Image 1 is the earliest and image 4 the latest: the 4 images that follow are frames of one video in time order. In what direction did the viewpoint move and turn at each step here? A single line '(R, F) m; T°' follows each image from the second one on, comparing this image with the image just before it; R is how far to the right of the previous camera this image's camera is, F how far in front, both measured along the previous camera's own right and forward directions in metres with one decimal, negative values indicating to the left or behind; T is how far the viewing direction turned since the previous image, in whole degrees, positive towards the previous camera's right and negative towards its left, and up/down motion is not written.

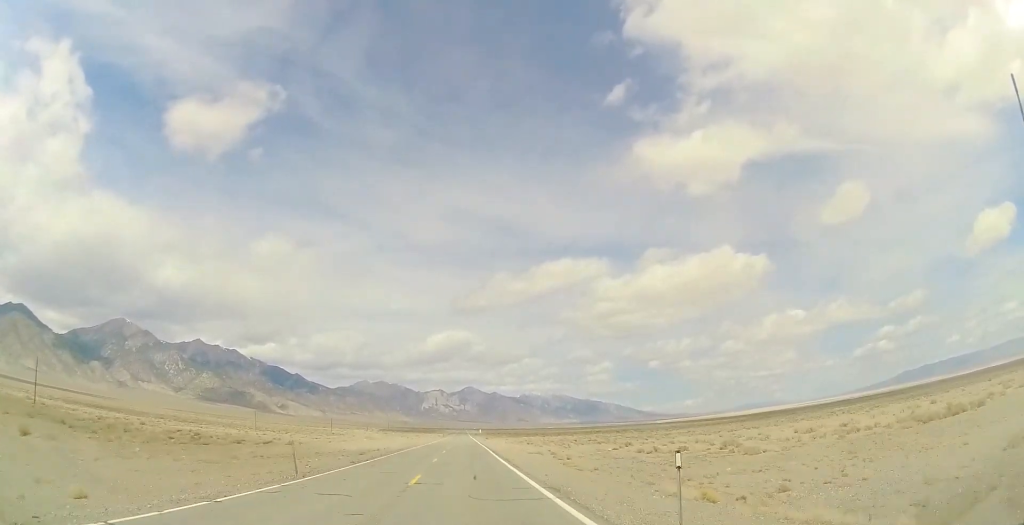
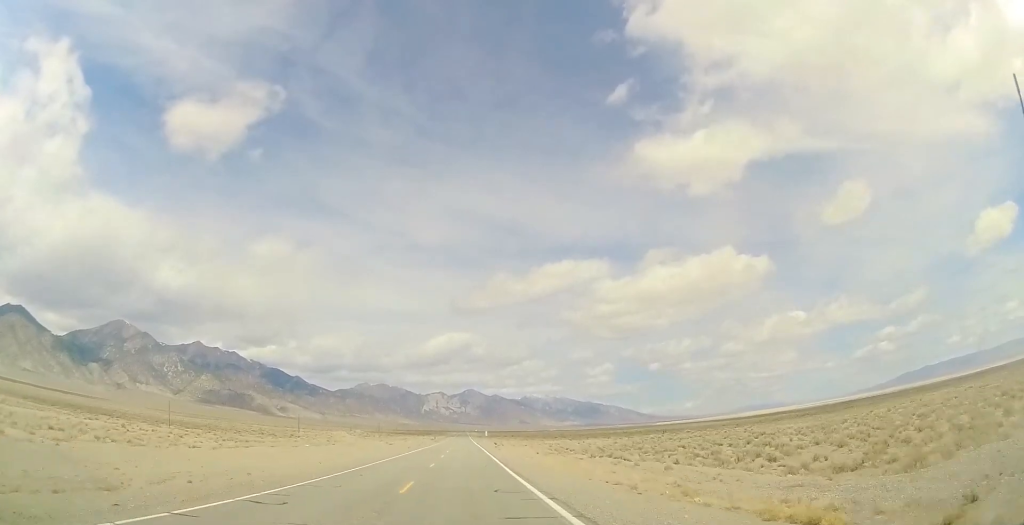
(+0.3, +49.7) m; 0°
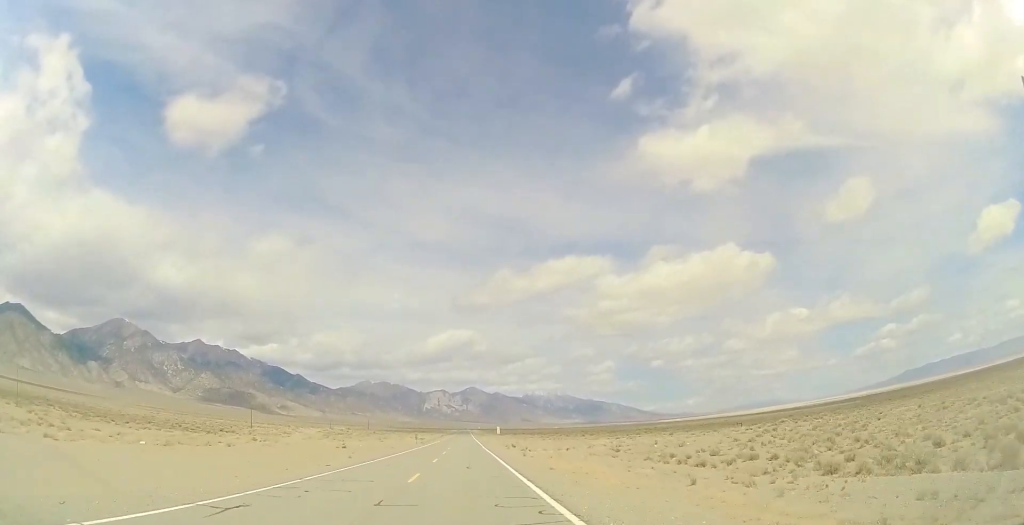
(0.0, +46.4) m; 0°
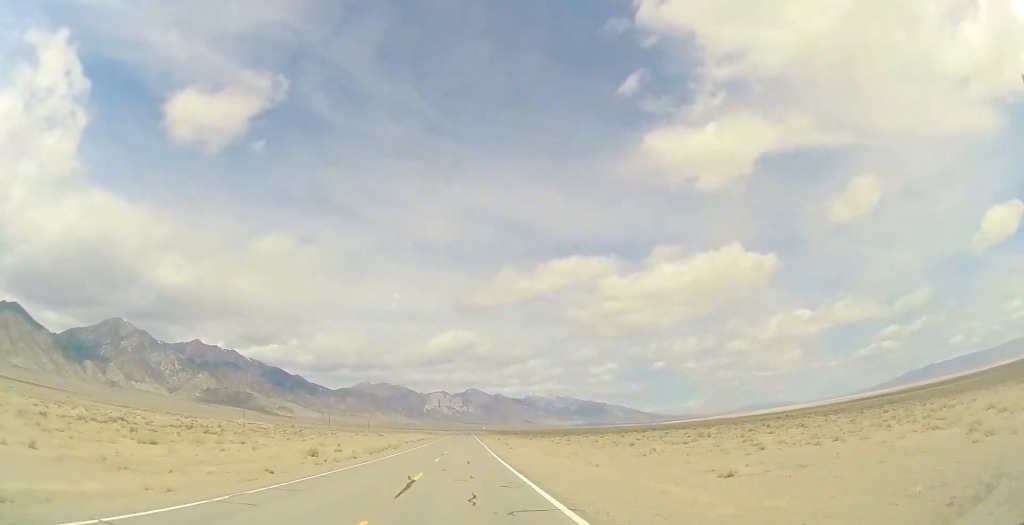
(0.0, +96.9) m; -1°
